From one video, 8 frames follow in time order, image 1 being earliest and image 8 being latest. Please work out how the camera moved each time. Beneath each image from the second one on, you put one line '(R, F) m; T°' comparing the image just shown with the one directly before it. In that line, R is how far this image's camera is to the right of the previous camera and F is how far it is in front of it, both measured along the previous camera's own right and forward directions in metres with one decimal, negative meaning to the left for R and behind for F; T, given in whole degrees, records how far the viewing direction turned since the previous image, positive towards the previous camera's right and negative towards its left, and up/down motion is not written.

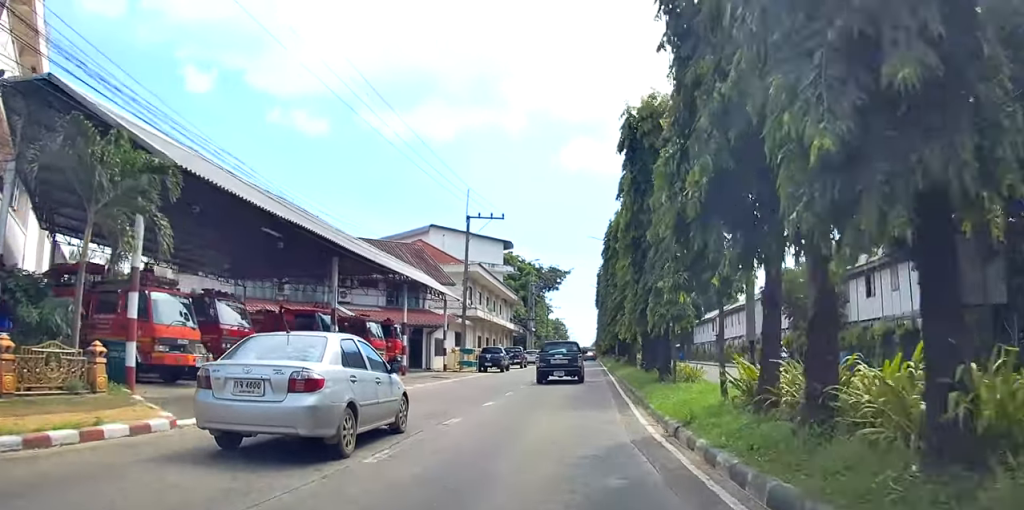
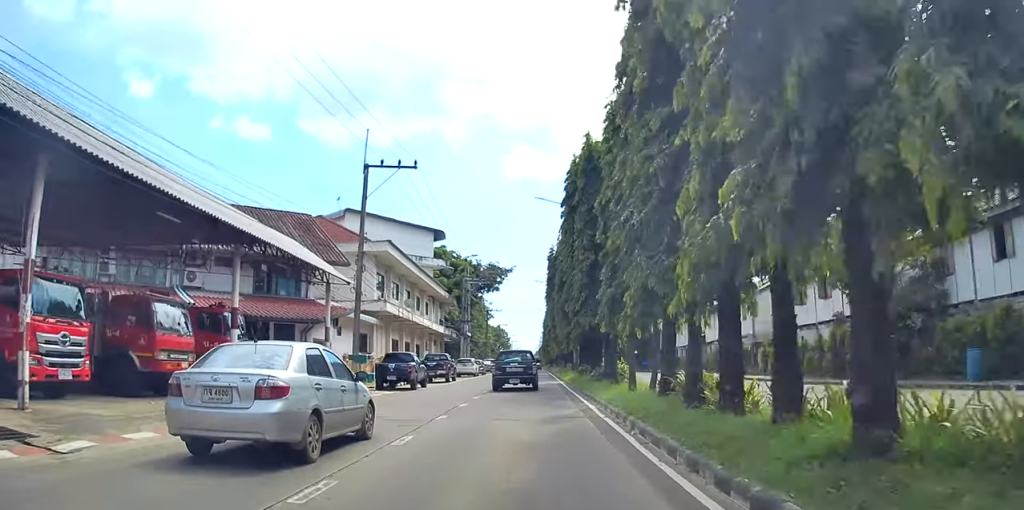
(-0.2, +13.7) m; -3°
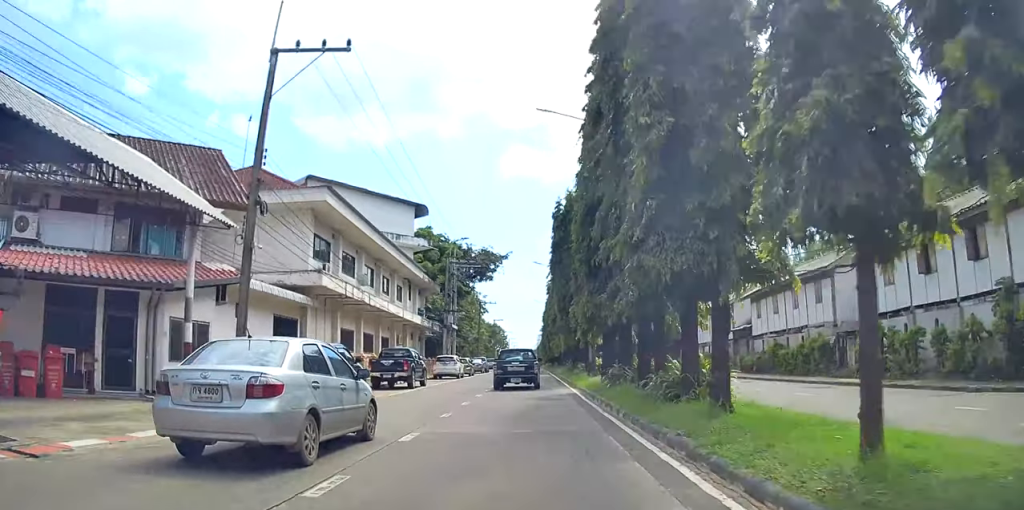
(-0.1, +11.6) m; 0°
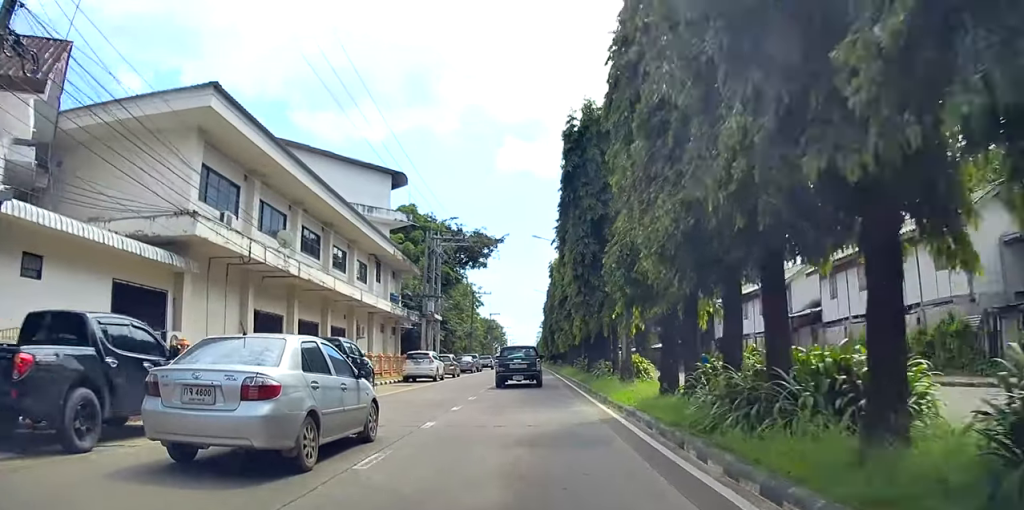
(0.0, +10.6) m; -1°
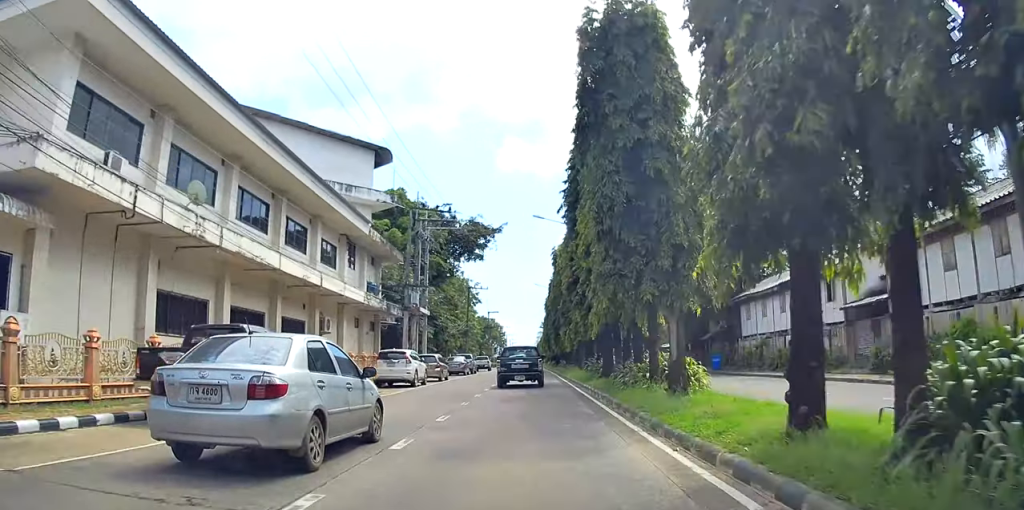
(-0.1, +6.7) m; -1°
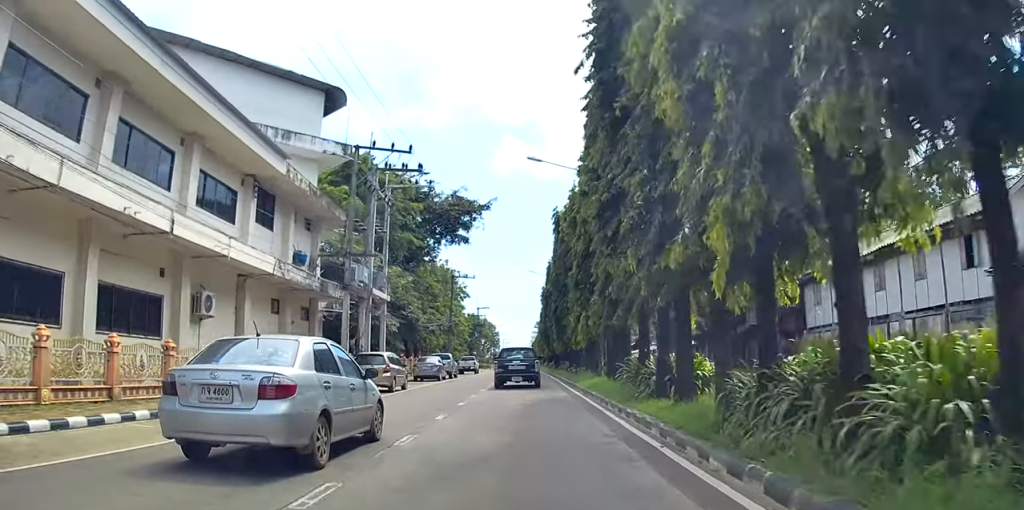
(0.0, +12.1) m; 0°
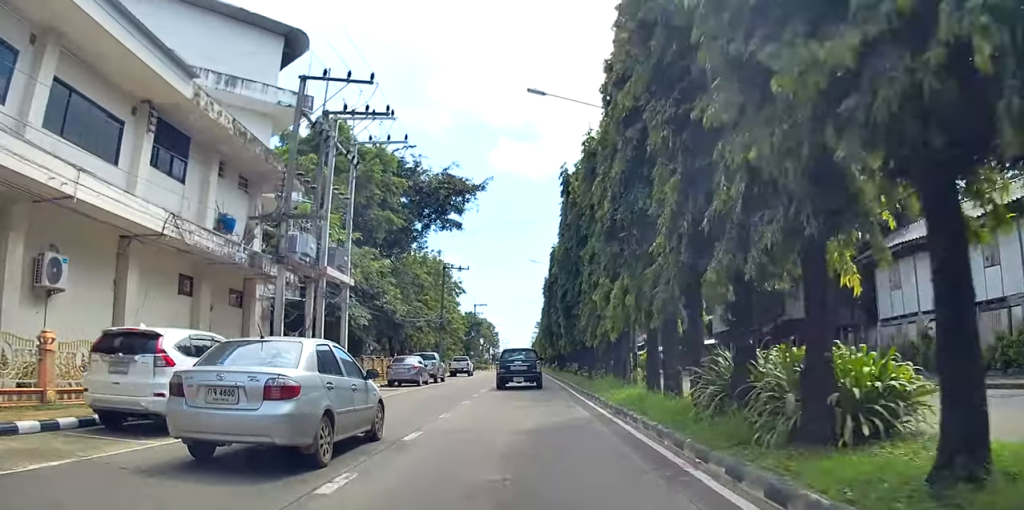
(0.0, +7.7) m; 0°
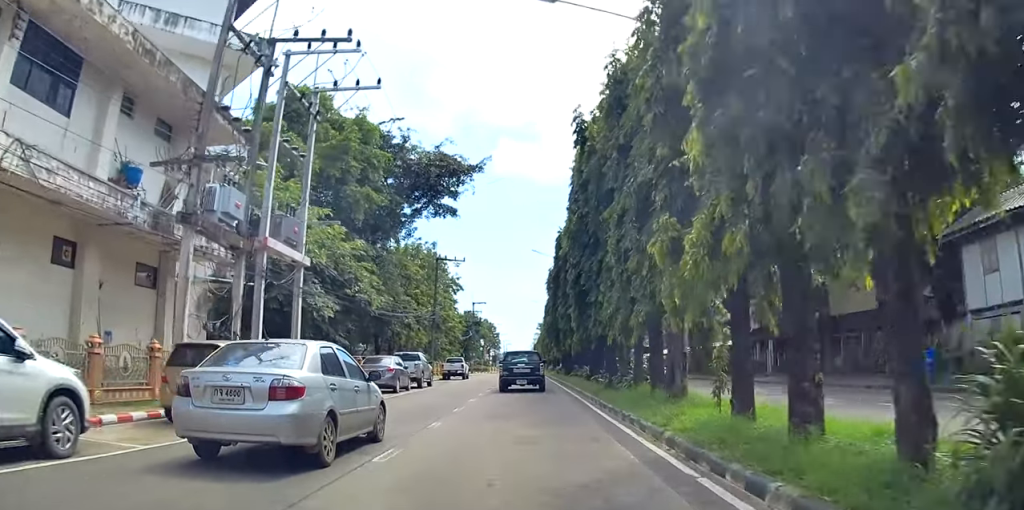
(0.0, +6.5) m; 0°
